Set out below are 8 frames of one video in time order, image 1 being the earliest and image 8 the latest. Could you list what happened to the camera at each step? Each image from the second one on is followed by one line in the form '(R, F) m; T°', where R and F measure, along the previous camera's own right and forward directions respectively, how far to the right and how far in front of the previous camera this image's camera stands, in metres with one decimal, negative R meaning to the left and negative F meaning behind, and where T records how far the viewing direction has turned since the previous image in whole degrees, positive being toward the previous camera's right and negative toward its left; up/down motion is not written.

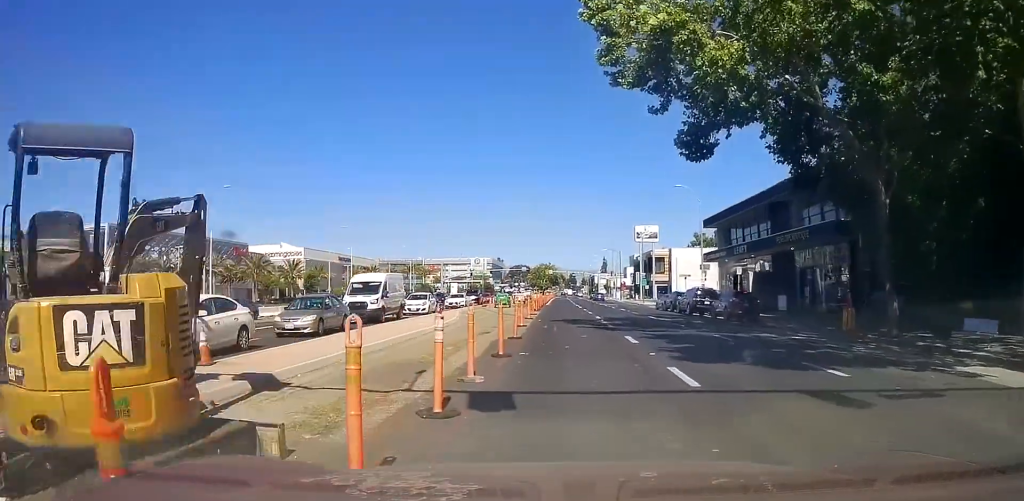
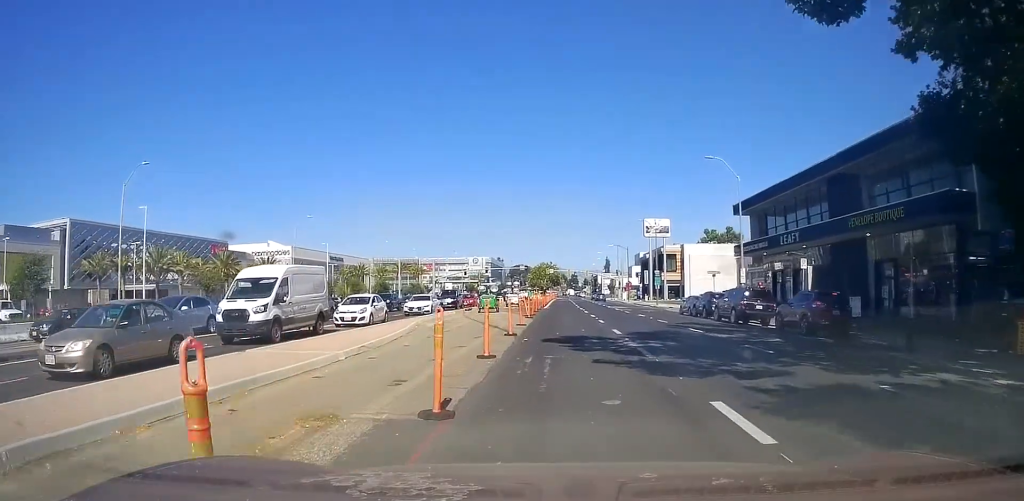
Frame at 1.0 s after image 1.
(0.0, +11.0) m; 0°
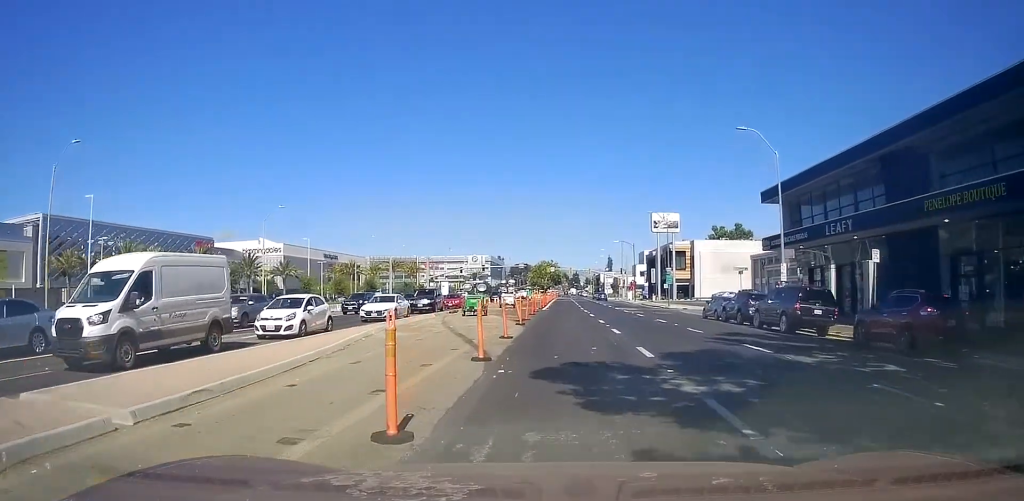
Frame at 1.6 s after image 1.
(-0.1, +7.9) m; +1°
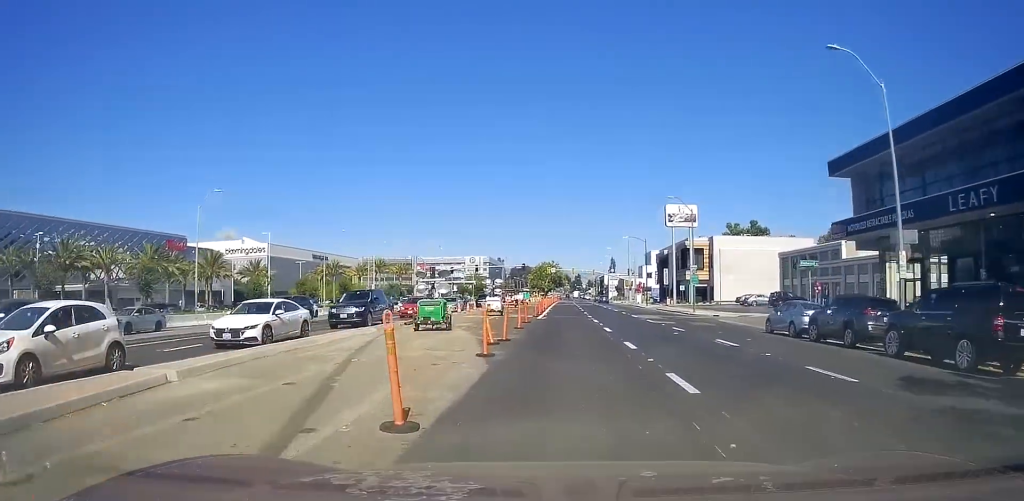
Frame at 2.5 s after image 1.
(+0.3, +13.3) m; 0°
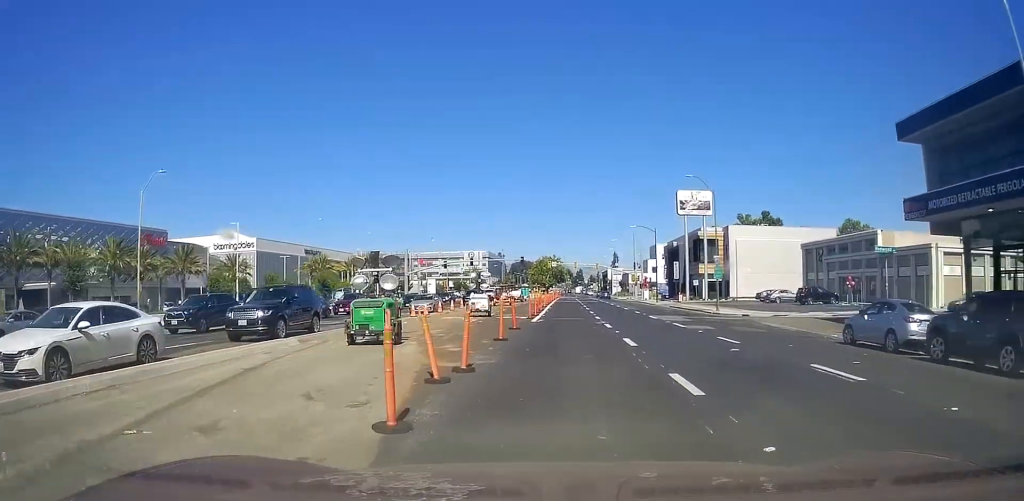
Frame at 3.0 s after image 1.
(0.0, +8.4) m; 0°
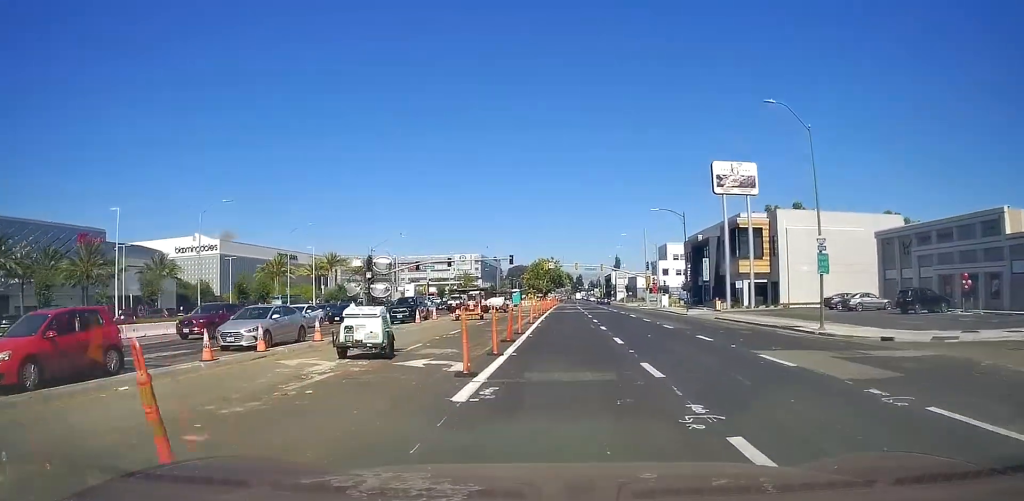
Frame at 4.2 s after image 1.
(-0.1, +20.8) m; 0°
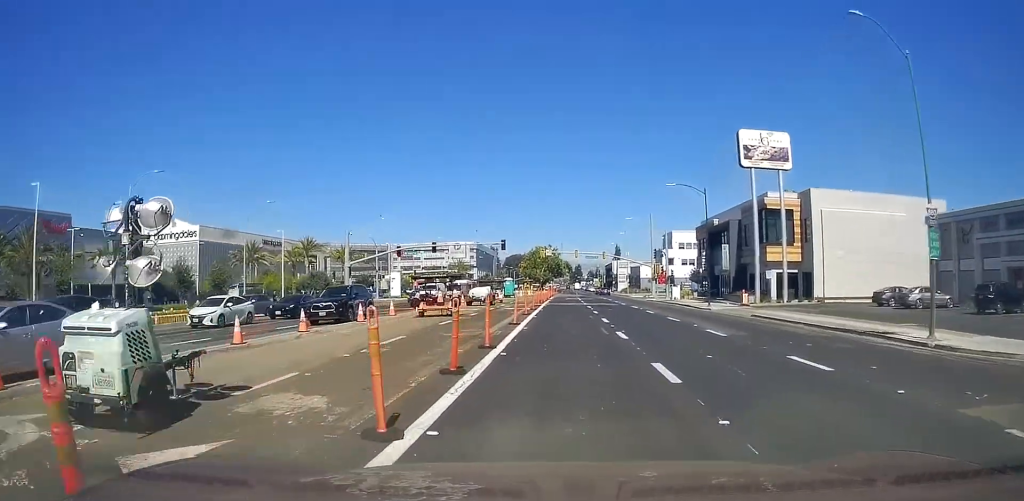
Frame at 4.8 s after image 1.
(+0.2, +9.5) m; 0°
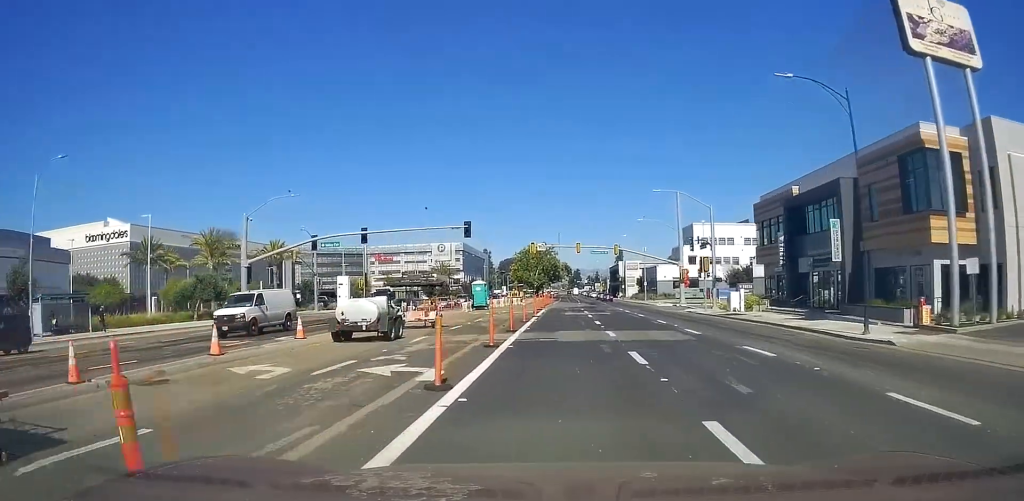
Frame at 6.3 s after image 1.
(-0.7, +27.0) m; -2°
